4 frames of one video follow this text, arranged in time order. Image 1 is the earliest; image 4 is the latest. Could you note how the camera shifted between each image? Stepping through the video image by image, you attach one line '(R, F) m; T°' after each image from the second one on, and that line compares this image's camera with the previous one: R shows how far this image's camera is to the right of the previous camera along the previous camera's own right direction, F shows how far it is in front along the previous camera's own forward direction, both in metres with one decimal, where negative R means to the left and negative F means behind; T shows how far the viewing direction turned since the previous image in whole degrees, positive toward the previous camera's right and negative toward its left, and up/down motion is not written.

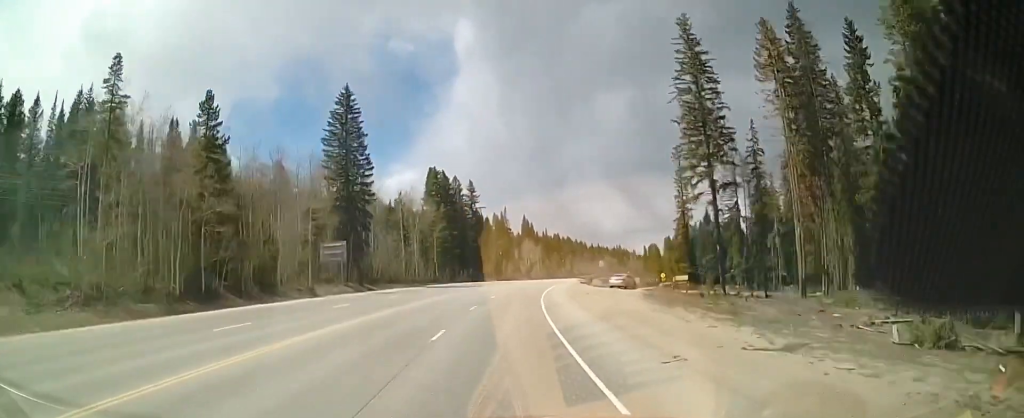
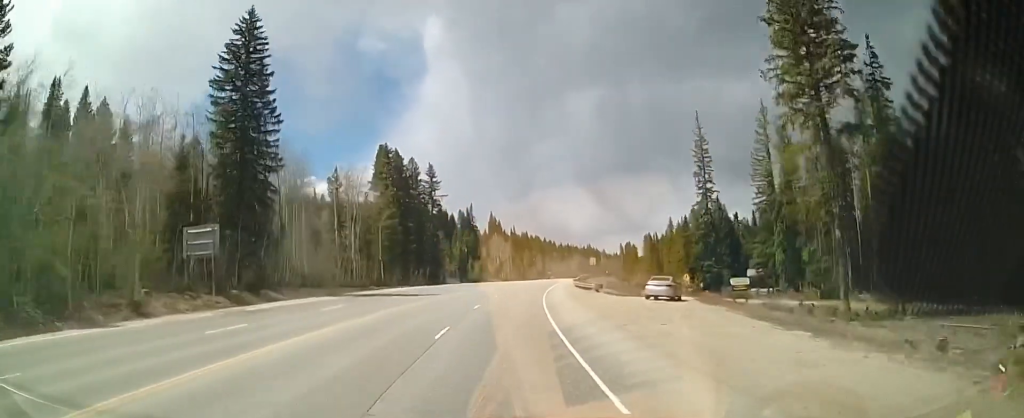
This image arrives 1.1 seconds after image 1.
(+0.1, +23.6) m; +2°
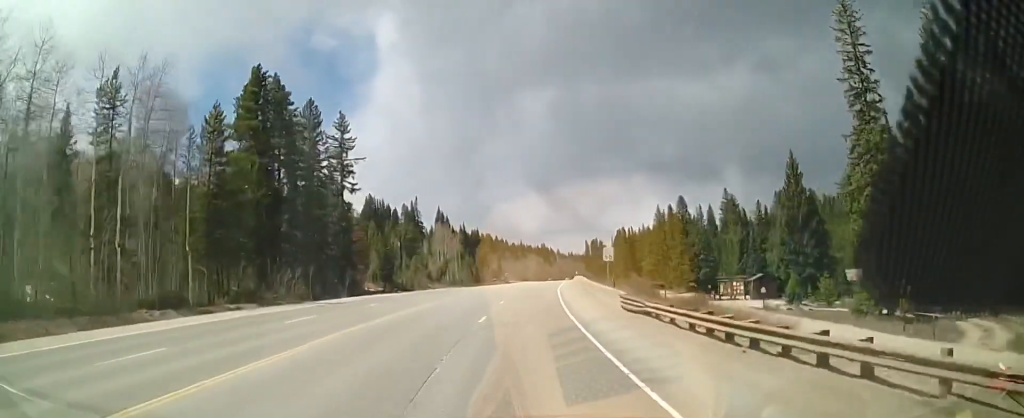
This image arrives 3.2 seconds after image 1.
(+2.2, +42.8) m; +4°
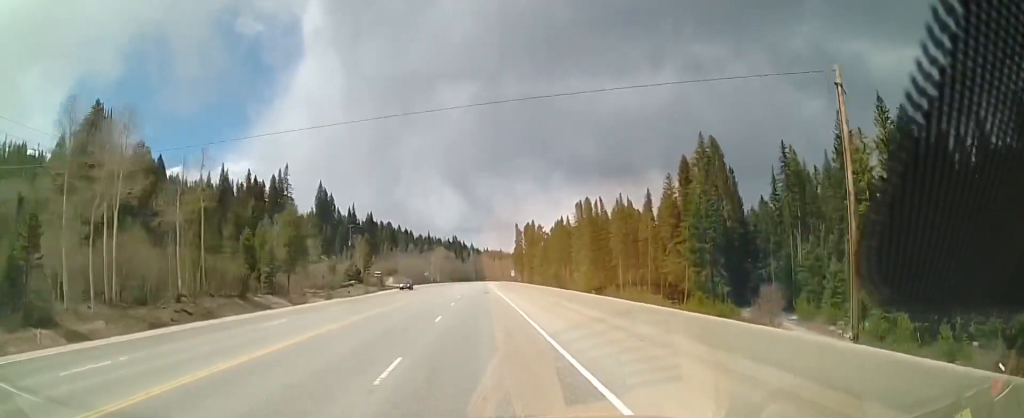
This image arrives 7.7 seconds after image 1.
(+13.2, +94.3) m; +11°
